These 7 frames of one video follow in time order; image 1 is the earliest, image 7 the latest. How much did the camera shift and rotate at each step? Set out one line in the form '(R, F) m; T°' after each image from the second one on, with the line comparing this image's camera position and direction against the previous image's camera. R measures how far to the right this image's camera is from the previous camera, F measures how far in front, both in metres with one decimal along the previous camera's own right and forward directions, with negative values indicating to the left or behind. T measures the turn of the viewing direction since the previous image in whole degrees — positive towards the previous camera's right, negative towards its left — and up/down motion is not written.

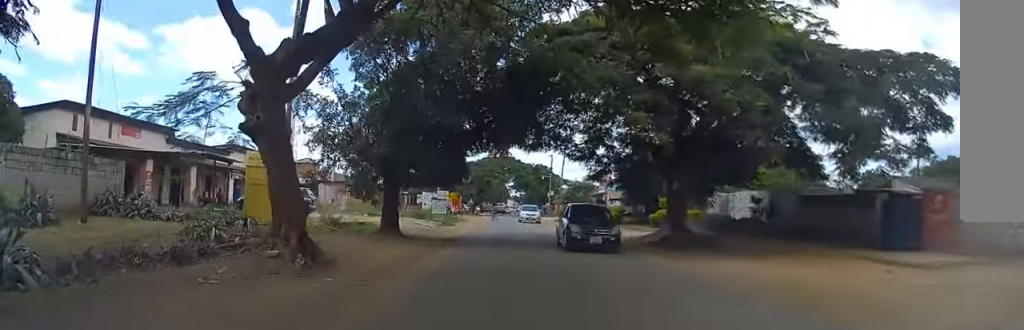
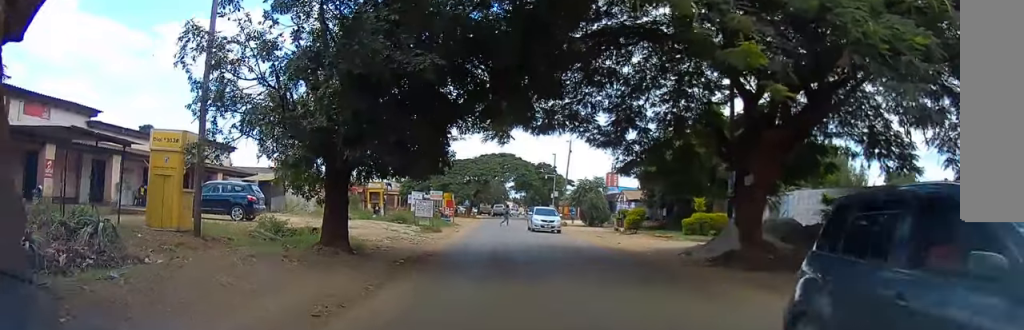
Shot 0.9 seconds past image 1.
(-0.1, +8.0) m; +1°
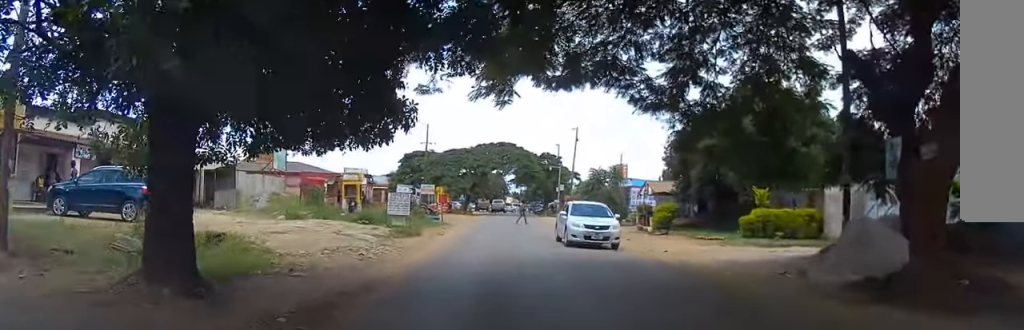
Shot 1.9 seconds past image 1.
(+0.2, +8.4) m; +1°
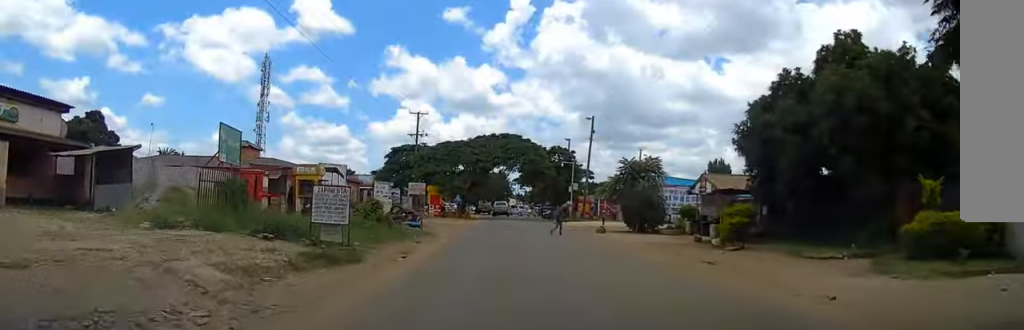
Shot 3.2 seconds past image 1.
(-0.2, +11.1) m; -2°
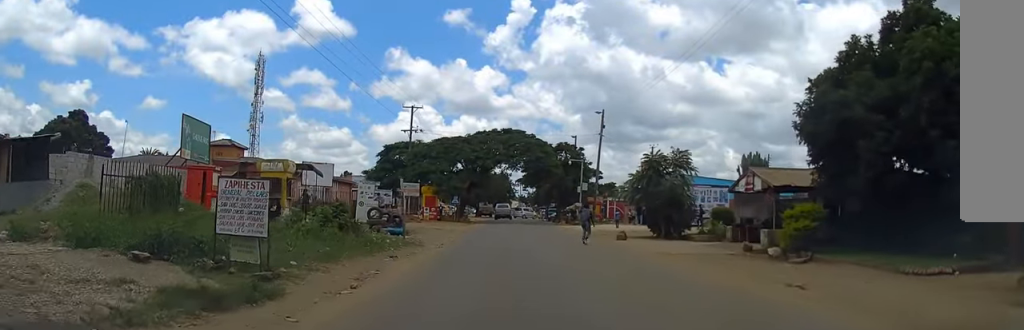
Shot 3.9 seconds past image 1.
(0.0, +5.7) m; 0°
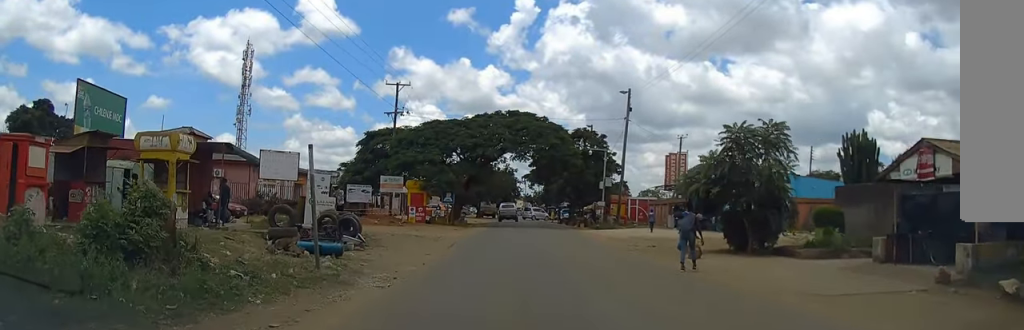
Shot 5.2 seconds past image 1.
(0.0, +11.1) m; 0°
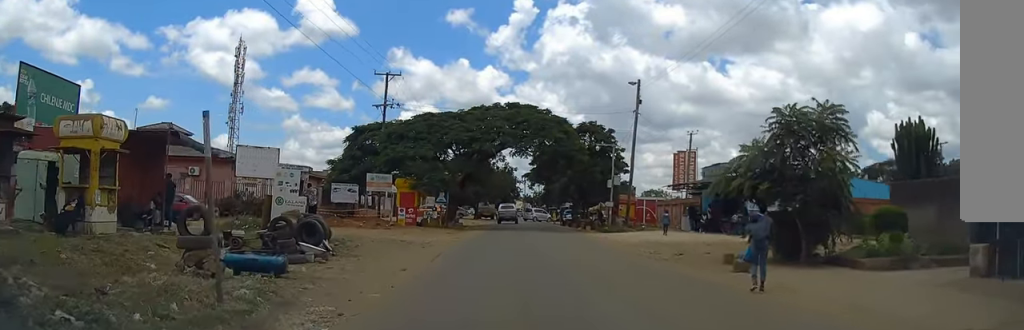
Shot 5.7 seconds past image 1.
(0.0, +4.1) m; 0°
